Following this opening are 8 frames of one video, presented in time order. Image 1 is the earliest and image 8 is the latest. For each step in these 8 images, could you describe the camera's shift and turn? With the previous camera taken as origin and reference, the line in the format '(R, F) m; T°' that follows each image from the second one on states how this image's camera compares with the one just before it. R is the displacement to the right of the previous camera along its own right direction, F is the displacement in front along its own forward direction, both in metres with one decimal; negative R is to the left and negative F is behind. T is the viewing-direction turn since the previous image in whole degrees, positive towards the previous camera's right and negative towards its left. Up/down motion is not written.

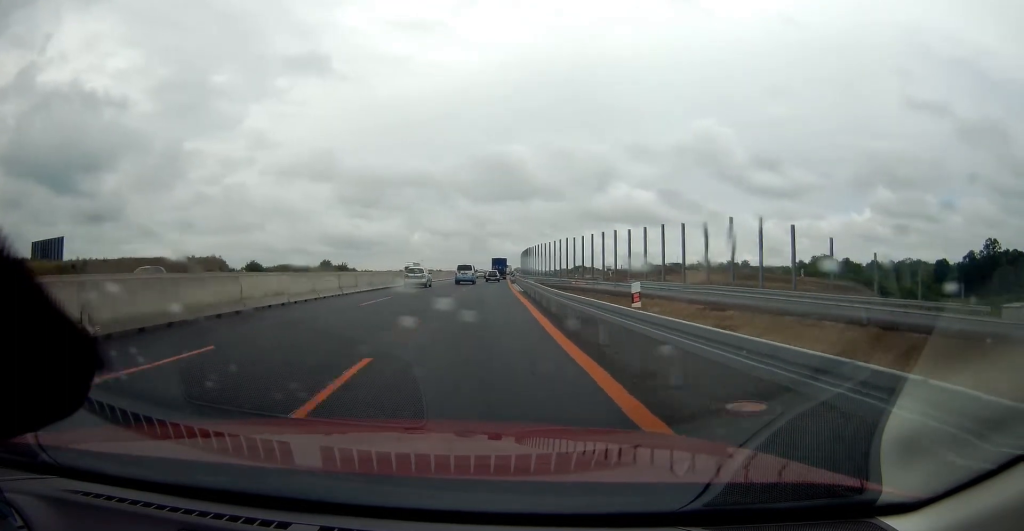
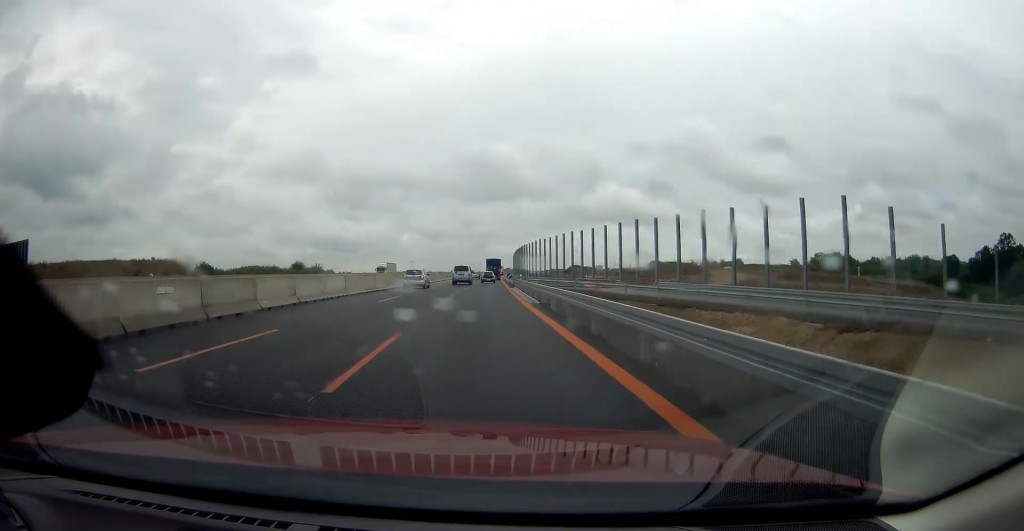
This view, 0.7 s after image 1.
(-0.1, +14.5) m; 0°
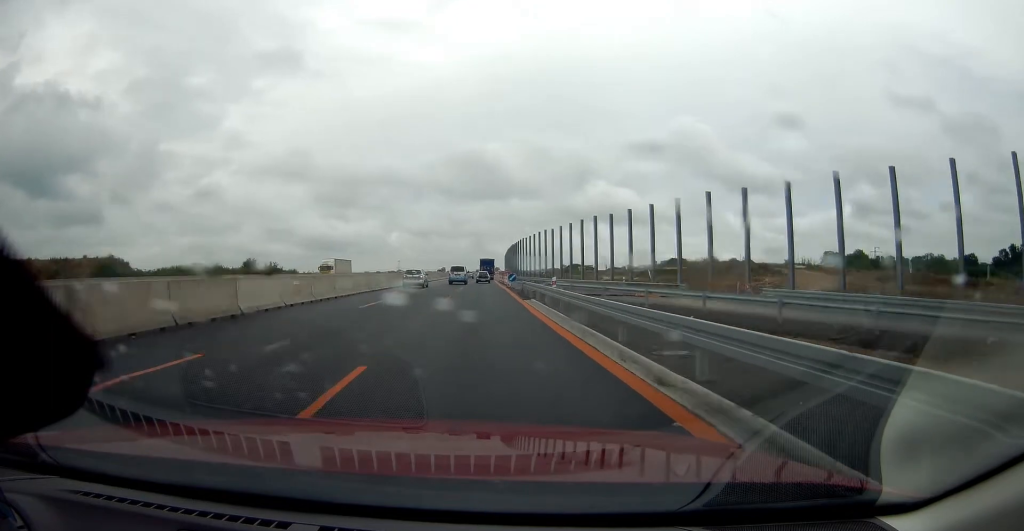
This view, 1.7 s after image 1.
(+0.4, +21.7) m; +1°
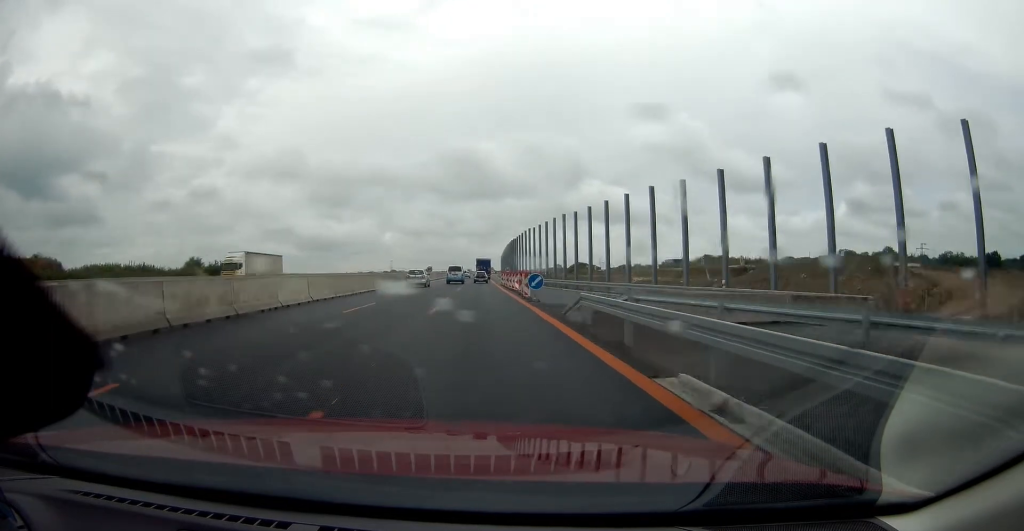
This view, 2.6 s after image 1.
(+0.1, +20.3) m; +1°
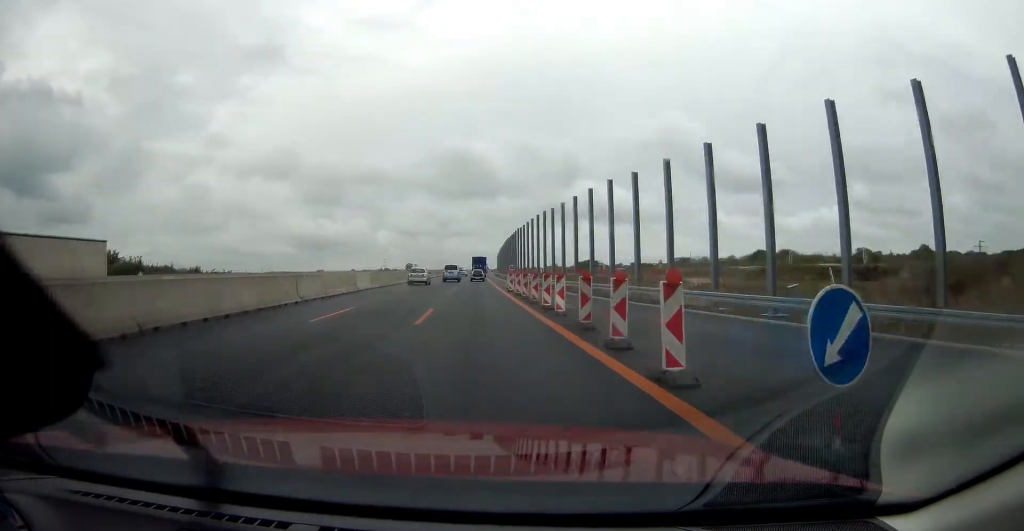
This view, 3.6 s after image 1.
(+0.4, +21.0) m; +1°
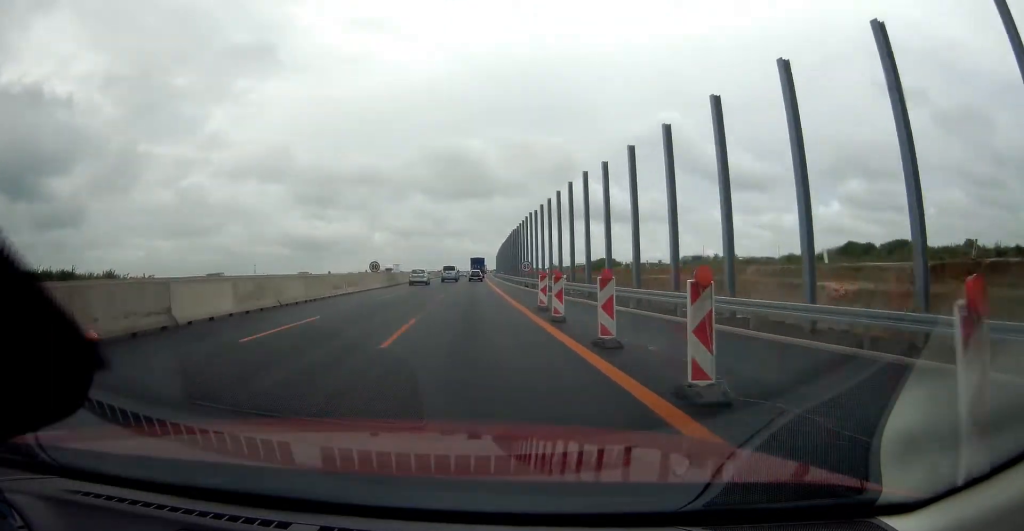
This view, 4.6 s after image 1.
(0.0, +21.9) m; 0°
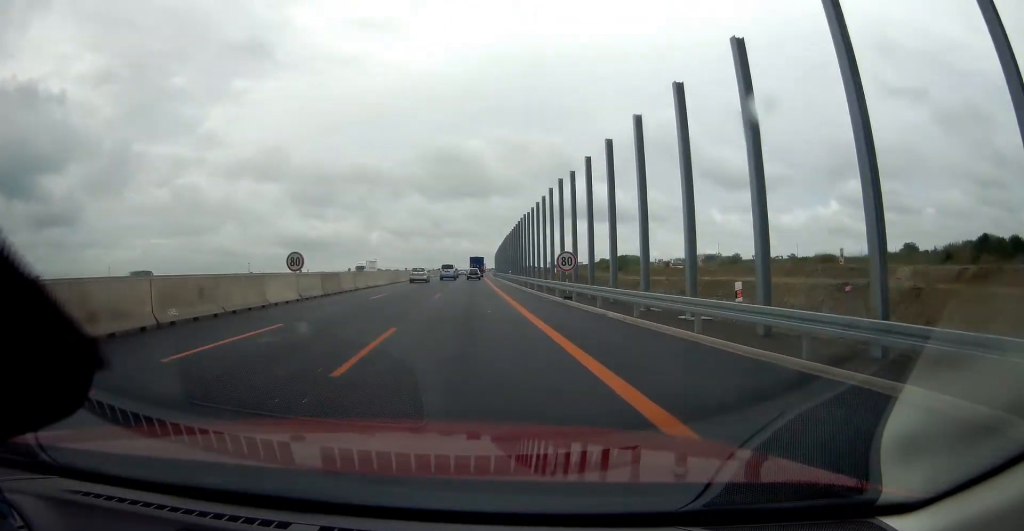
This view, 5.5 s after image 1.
(0.0, +20.5) m; 0°
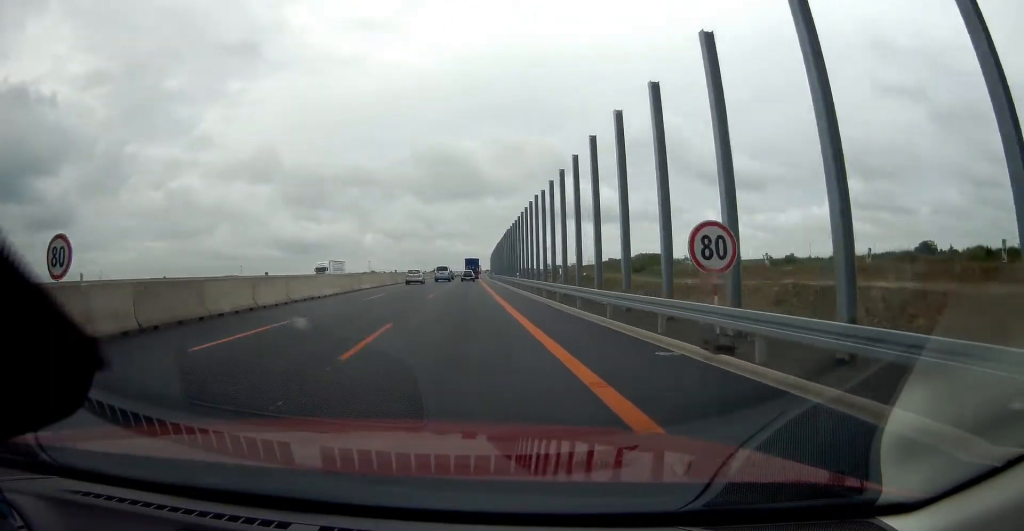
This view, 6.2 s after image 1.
(+0.1, +16.2) m; 0°
